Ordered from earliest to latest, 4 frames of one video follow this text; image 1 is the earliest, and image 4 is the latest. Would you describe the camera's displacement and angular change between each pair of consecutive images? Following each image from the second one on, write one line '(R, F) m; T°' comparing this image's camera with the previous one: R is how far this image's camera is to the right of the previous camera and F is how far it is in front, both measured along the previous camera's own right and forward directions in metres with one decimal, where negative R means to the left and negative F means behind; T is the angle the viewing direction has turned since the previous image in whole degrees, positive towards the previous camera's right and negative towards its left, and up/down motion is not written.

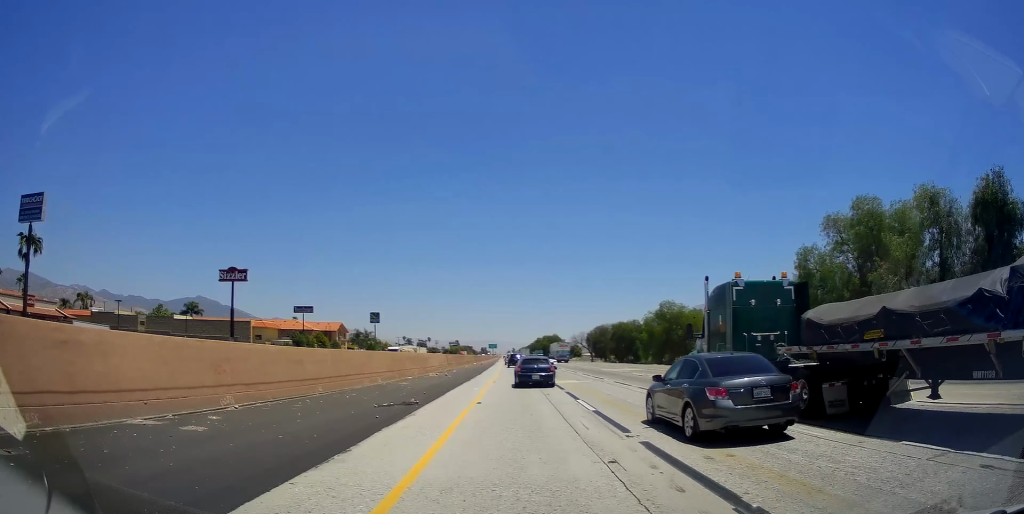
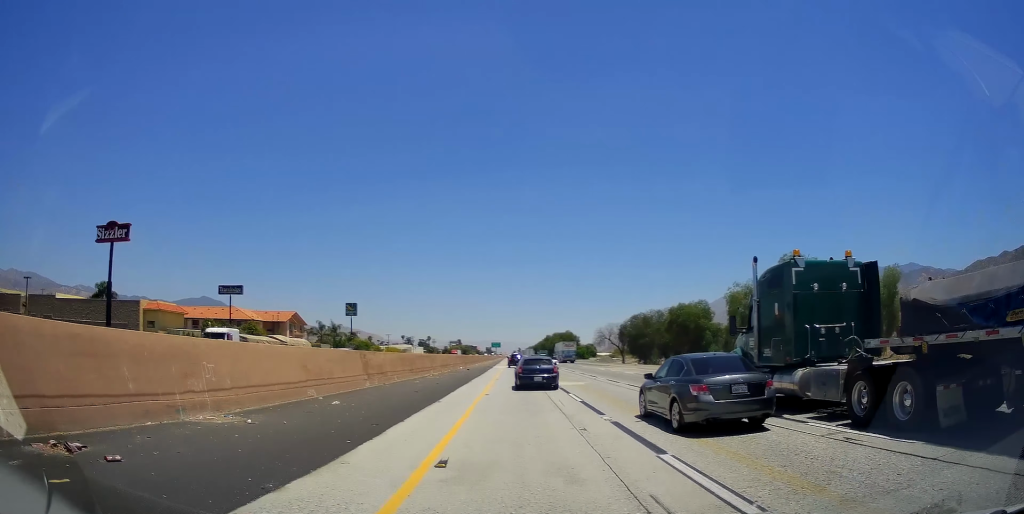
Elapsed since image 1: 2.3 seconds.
(0.0, +61.2) m; 0°
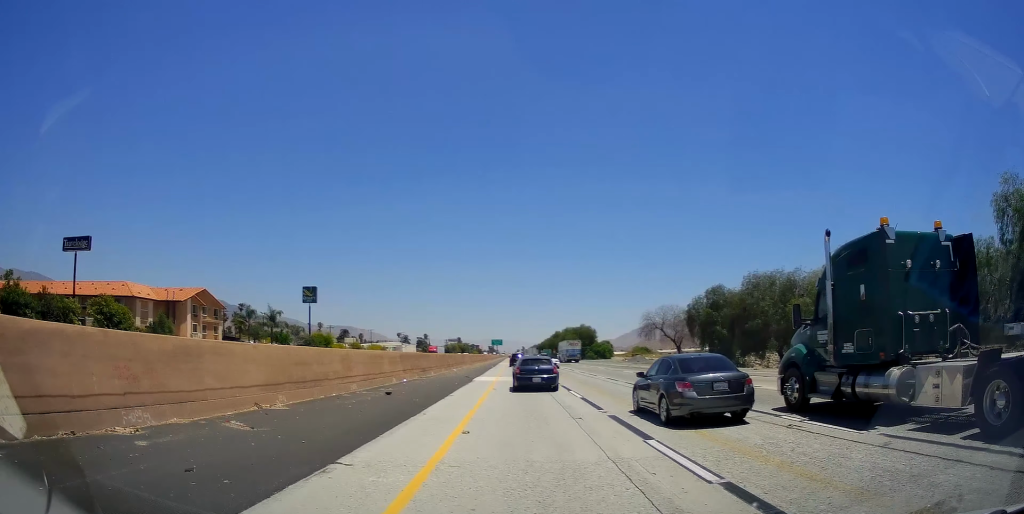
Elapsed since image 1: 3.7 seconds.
(-0.4, +38.2) m; -1°
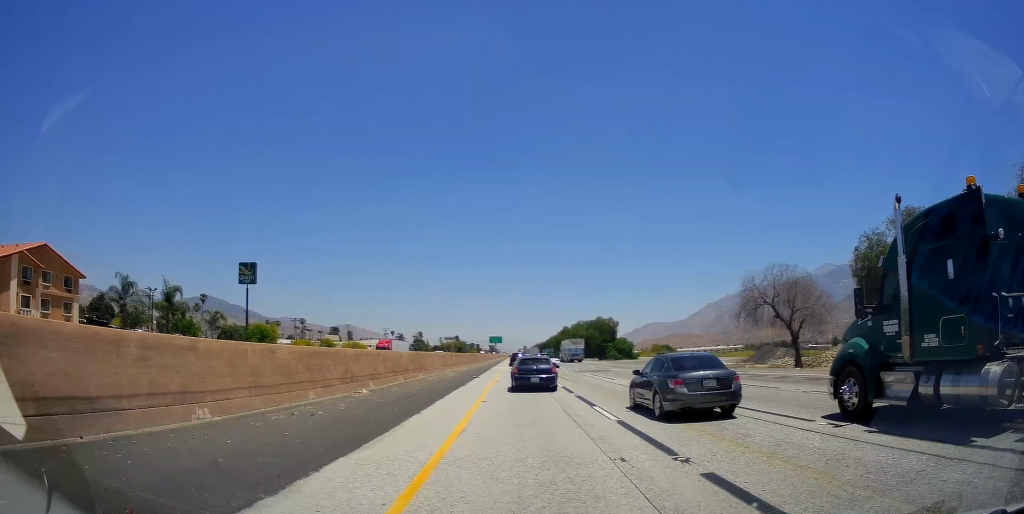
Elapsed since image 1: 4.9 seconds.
(0.0, +35.7) m; 0°
